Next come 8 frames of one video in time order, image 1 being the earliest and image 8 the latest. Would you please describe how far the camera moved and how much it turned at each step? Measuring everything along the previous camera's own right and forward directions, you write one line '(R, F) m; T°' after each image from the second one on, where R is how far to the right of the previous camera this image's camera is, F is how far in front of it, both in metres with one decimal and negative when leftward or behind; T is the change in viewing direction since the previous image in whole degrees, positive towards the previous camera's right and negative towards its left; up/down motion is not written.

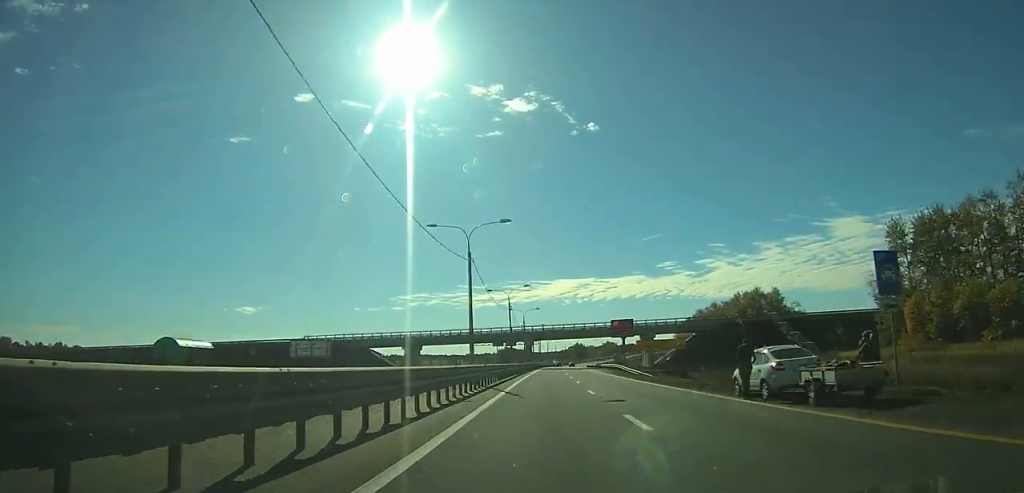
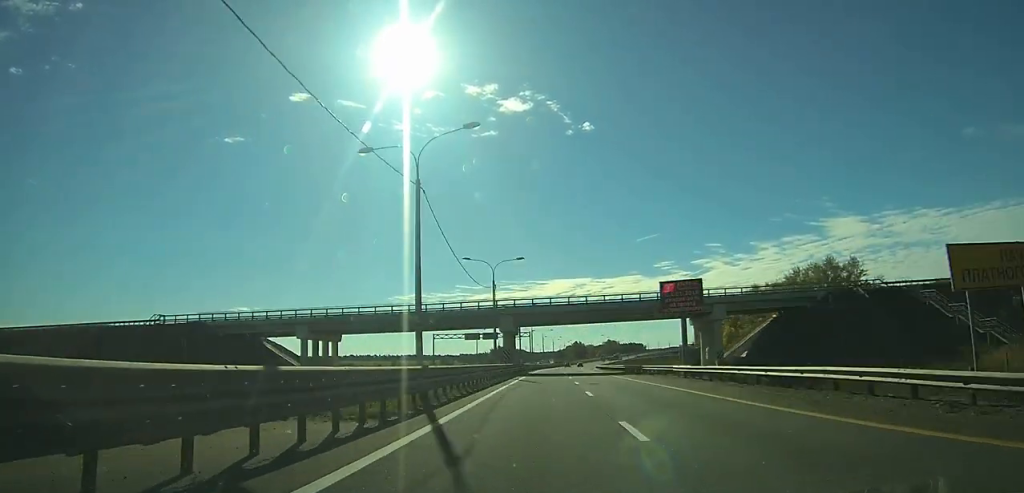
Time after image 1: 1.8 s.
(+0.2, +49.0) m; +1°
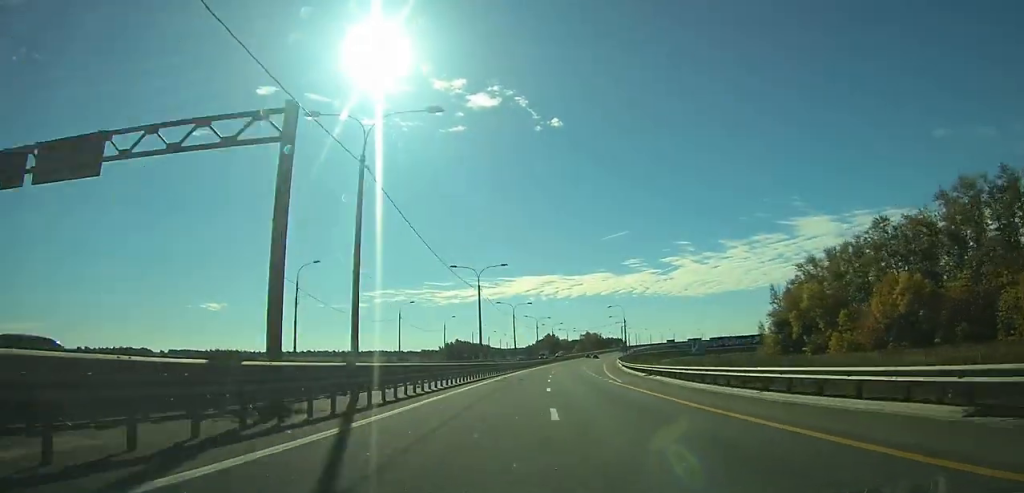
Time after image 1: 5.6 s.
(+1.6, +103.8) m; +2°
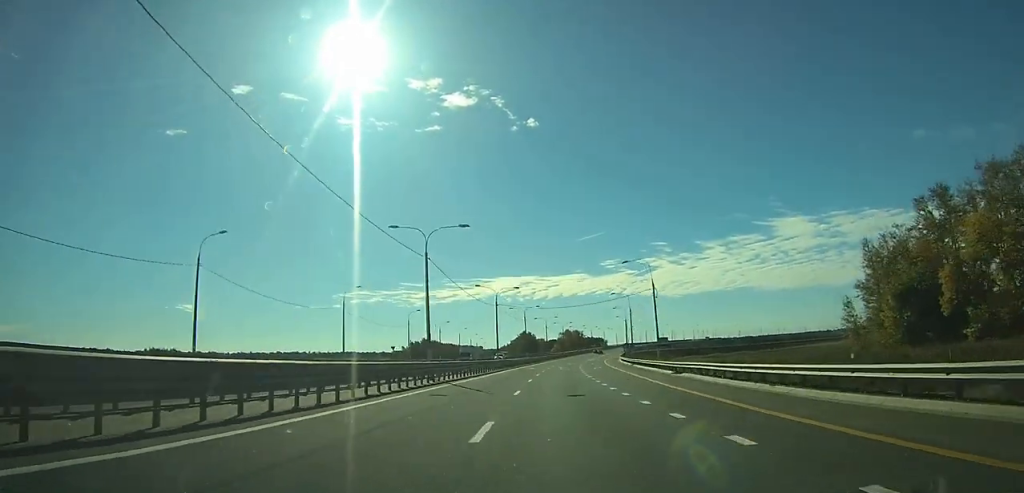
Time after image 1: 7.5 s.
(+0.7, +51.5) m; +2°
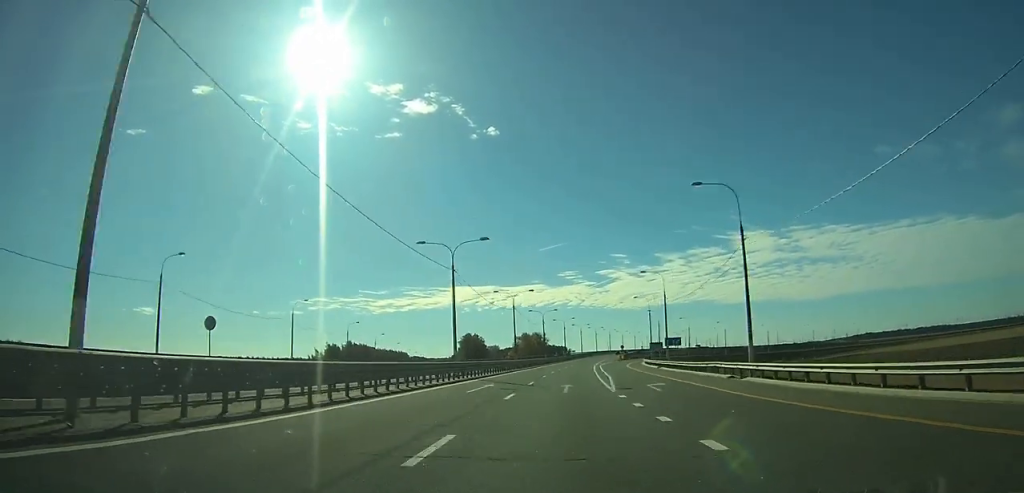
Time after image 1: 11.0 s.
(+3.6, +98.4) m; +5°
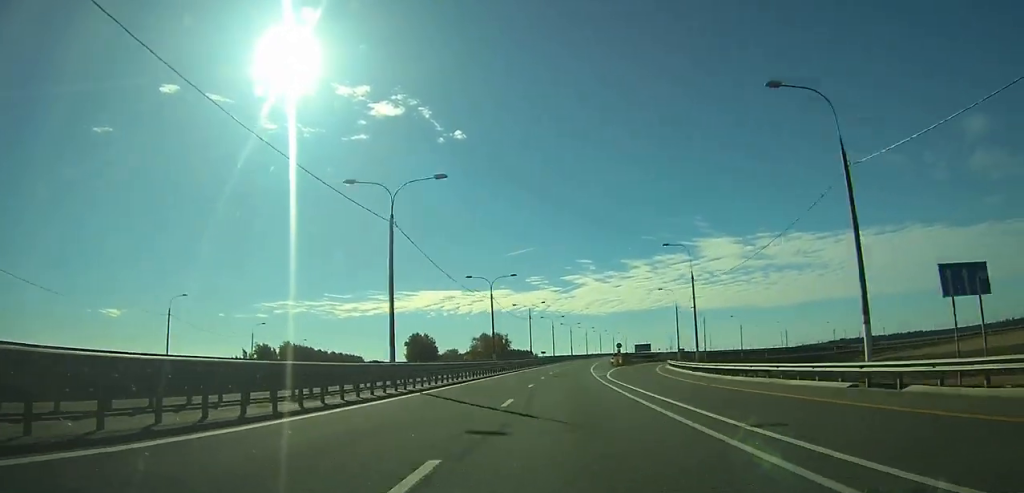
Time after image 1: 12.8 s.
(+0.9, +50.4) m; +3°
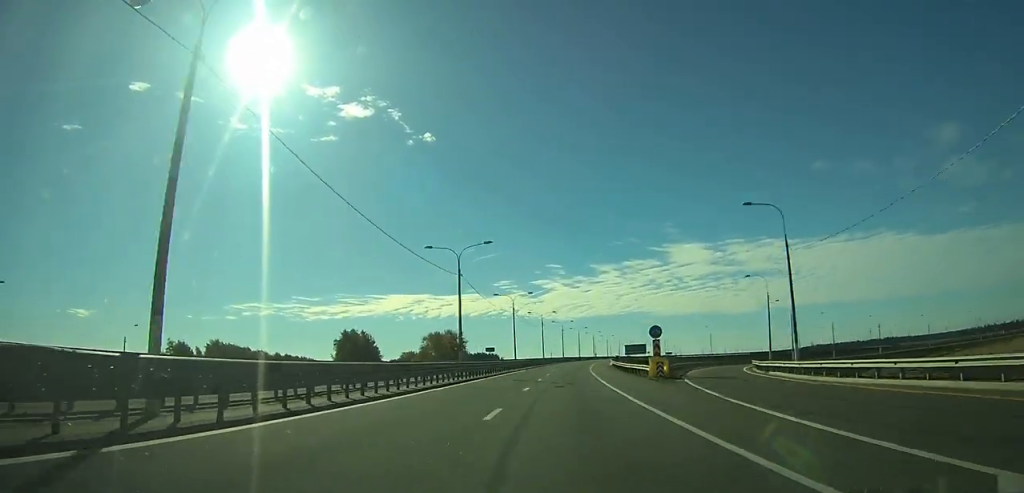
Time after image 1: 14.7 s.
(+1.4, +52.1) m; +3°
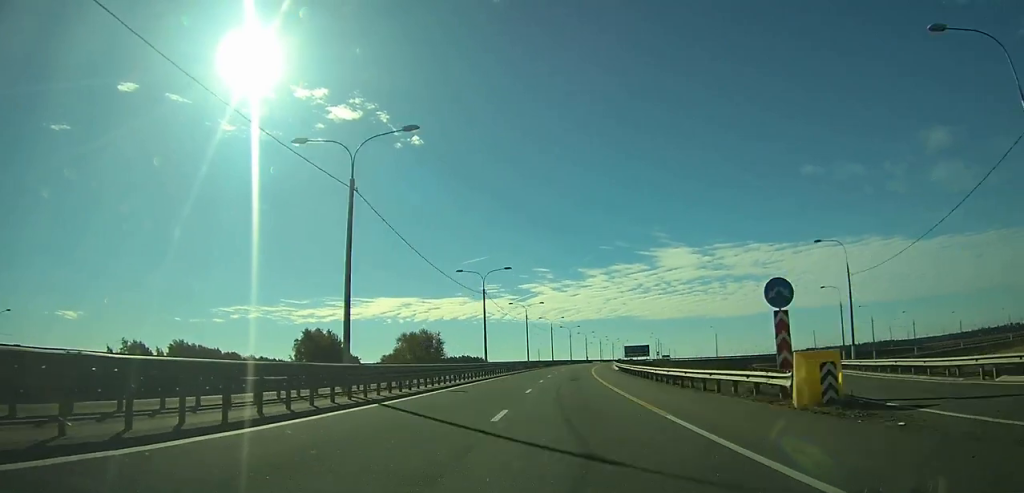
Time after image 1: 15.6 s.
(+0.7, +24.0) m; +1°
